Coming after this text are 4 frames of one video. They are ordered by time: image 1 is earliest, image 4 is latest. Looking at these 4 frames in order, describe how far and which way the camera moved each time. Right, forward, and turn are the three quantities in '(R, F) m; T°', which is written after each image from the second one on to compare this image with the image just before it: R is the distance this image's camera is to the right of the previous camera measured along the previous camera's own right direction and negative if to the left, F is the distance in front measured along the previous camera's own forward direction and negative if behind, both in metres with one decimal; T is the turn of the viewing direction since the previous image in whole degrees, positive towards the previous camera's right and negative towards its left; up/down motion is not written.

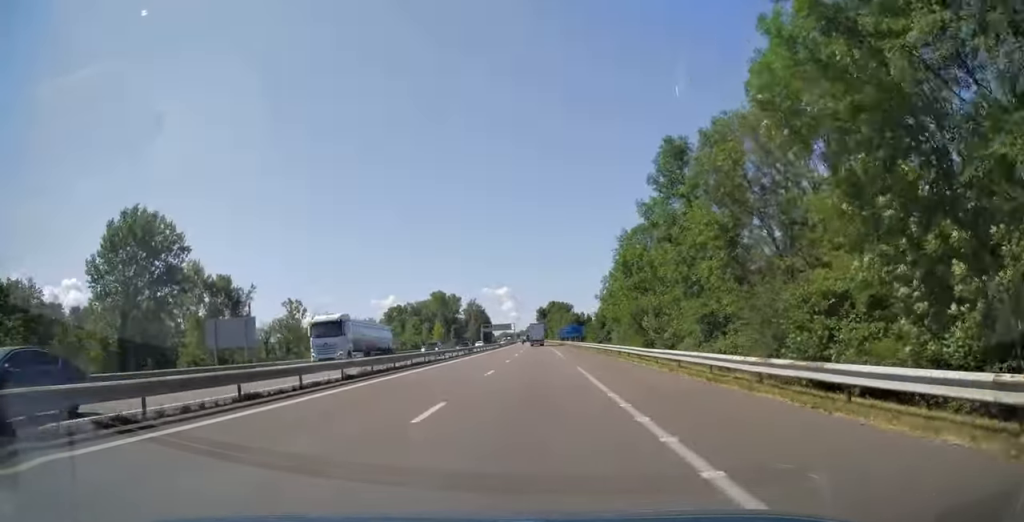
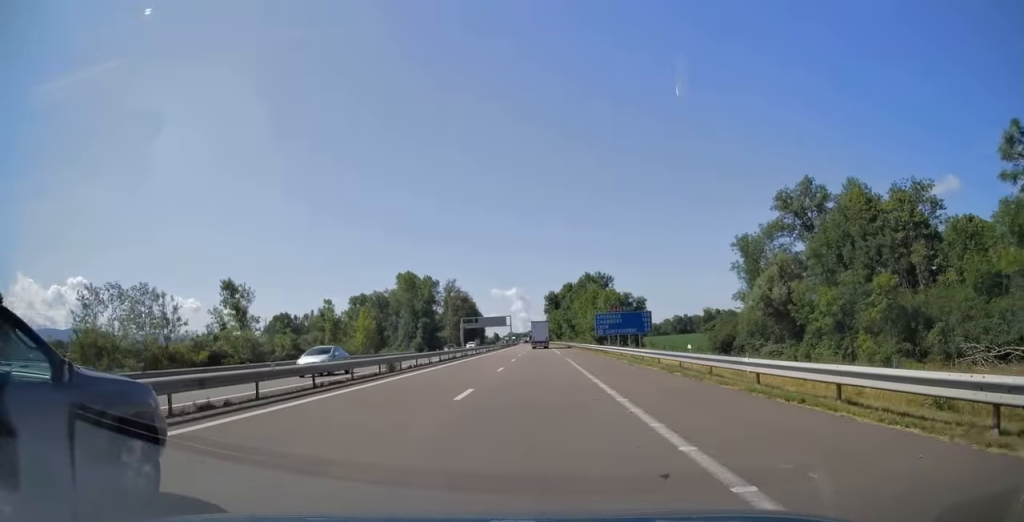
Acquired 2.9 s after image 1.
(-1.0, +86.9) m; -1°
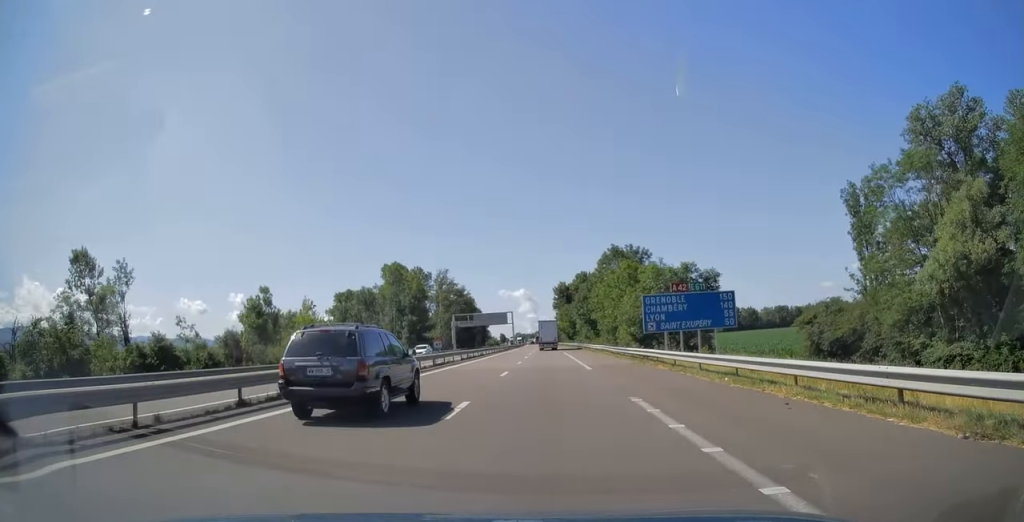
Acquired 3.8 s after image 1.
(0.0, +29.2) m; 0°
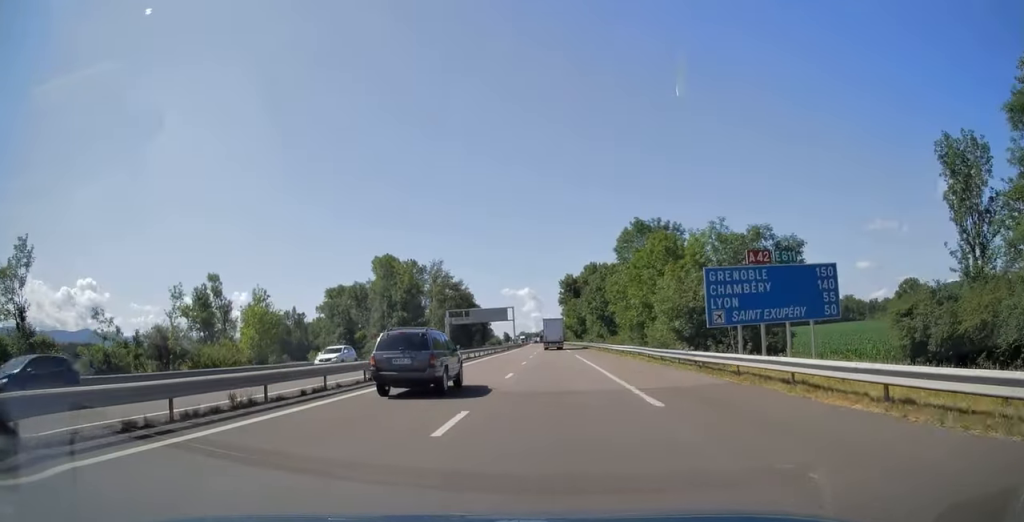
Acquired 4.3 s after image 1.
(0.0, +15.0) m; 0°
